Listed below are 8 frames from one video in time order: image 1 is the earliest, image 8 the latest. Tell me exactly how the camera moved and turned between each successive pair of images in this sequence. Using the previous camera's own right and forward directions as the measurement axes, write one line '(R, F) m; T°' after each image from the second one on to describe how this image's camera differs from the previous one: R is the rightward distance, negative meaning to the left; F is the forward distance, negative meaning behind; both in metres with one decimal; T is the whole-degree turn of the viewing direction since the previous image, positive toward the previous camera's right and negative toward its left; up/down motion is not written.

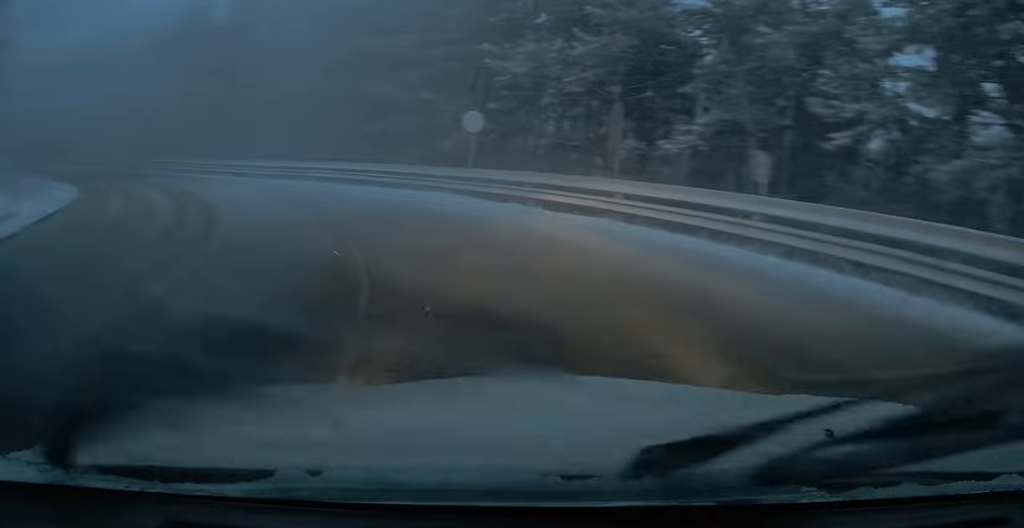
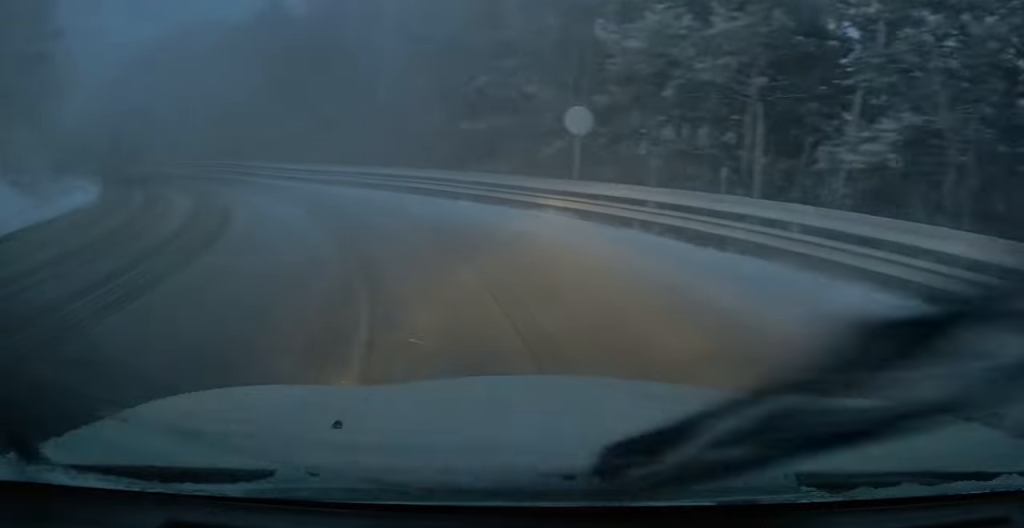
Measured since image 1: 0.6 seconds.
(-0.5, +4.2) m; -10°
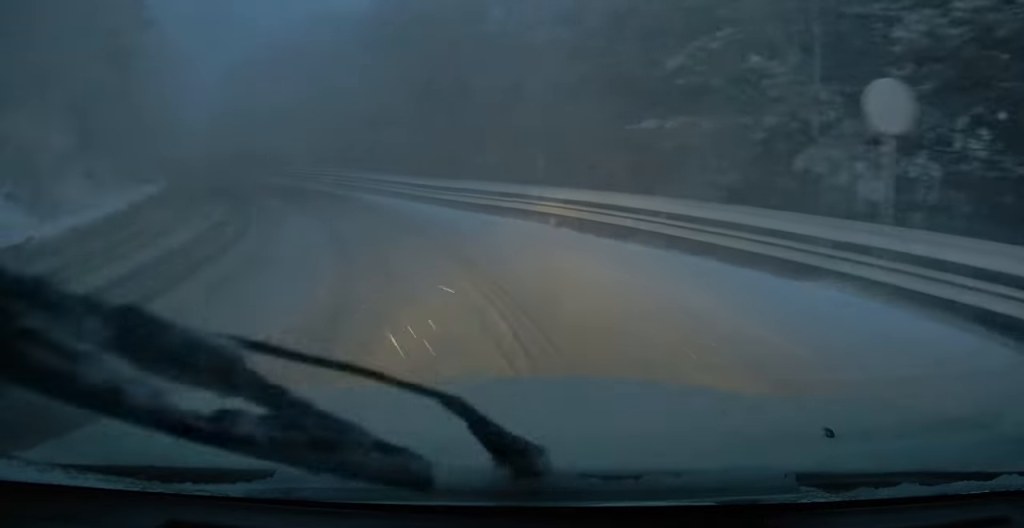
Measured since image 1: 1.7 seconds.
(-1.1, +7.5) m; -18°
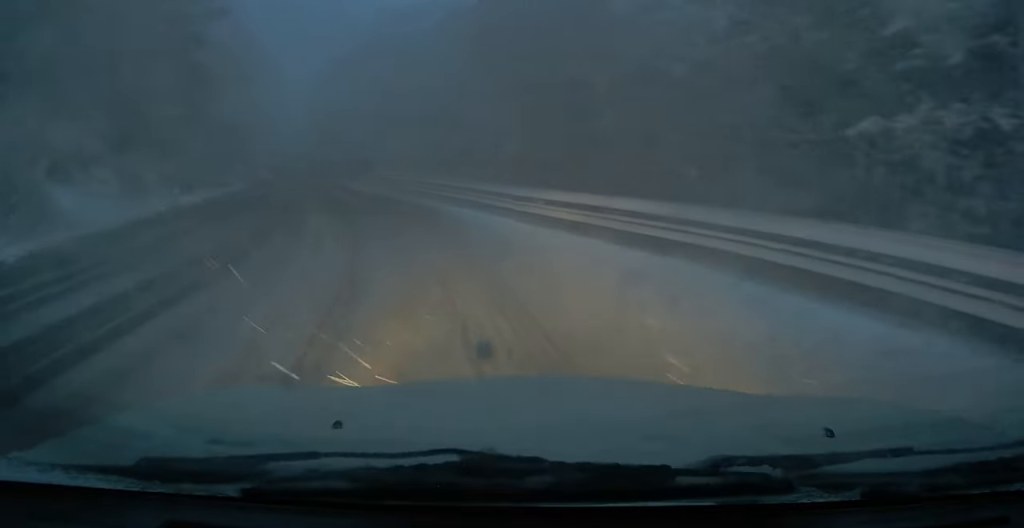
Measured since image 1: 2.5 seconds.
(-0.8, +5.6) m; -10°
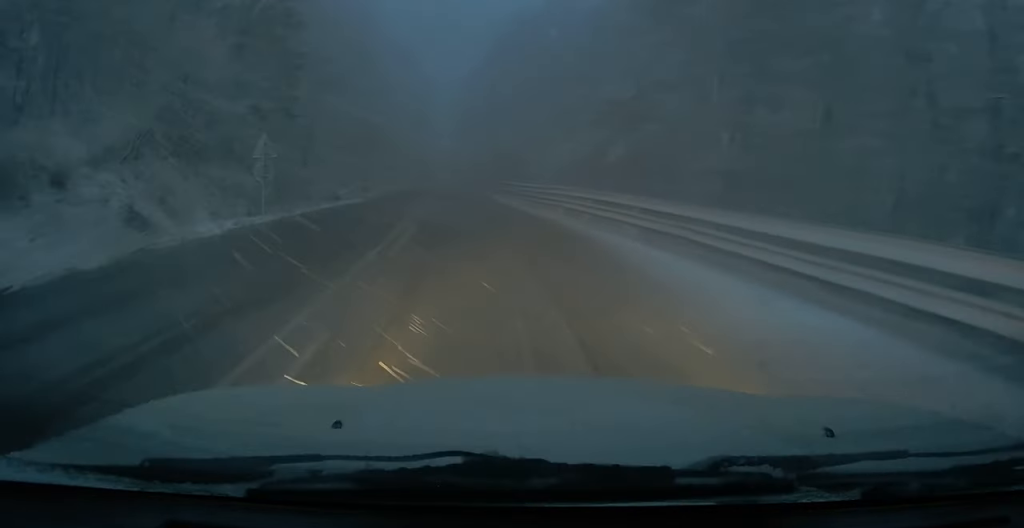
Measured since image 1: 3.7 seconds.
(-0.9, +8.9) m; -8°
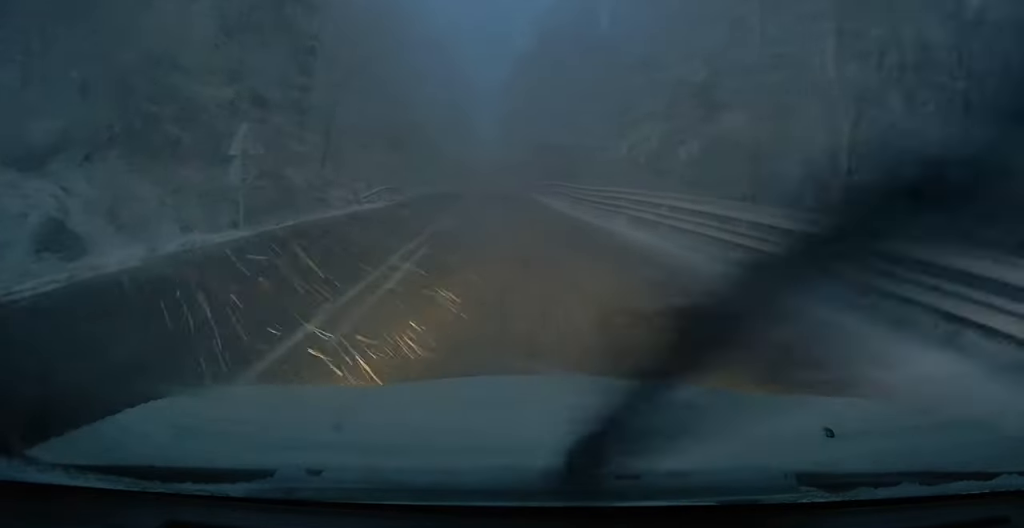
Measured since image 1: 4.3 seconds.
(-0.1, +4.7) m; -2°
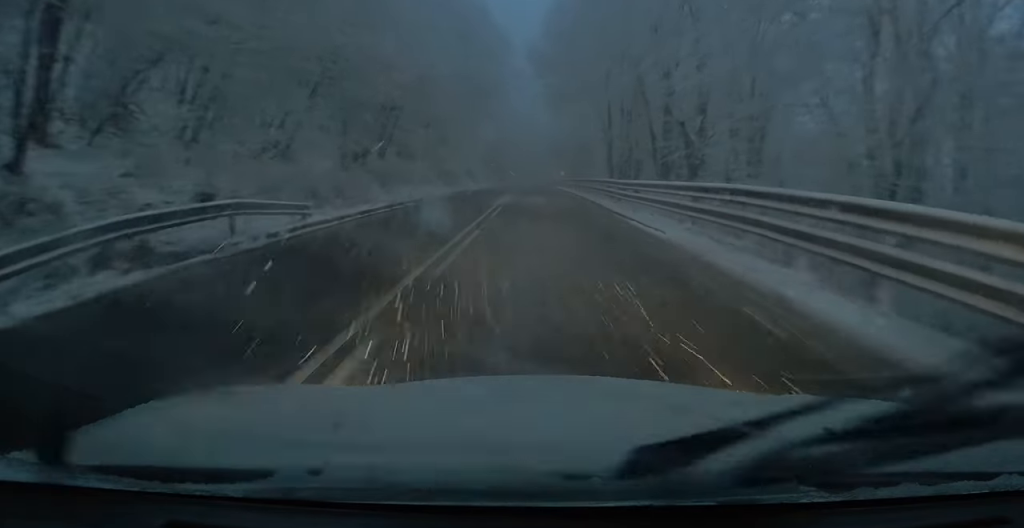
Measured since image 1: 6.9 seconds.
(-0.8, +24.9) m; -2°
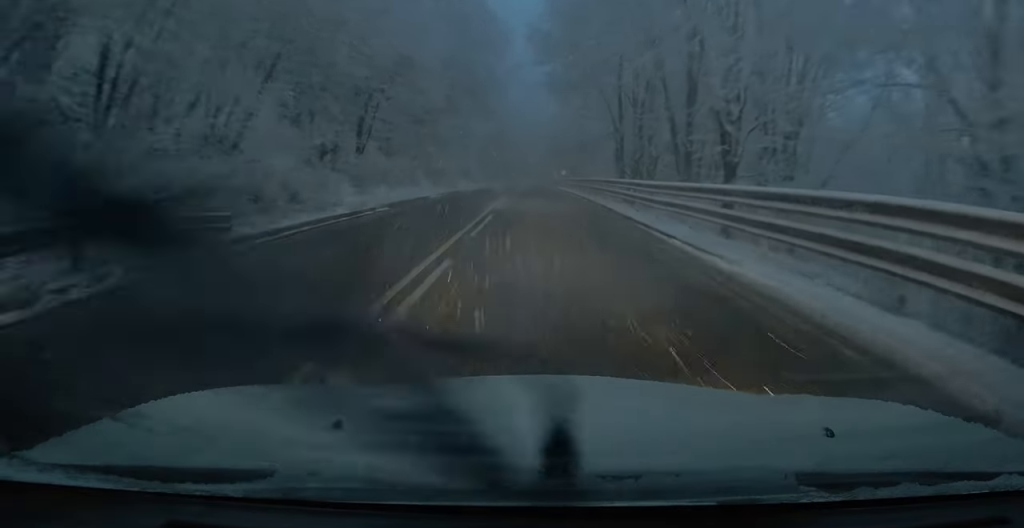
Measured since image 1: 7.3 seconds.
(-0.2, +4.8) m; 0°
